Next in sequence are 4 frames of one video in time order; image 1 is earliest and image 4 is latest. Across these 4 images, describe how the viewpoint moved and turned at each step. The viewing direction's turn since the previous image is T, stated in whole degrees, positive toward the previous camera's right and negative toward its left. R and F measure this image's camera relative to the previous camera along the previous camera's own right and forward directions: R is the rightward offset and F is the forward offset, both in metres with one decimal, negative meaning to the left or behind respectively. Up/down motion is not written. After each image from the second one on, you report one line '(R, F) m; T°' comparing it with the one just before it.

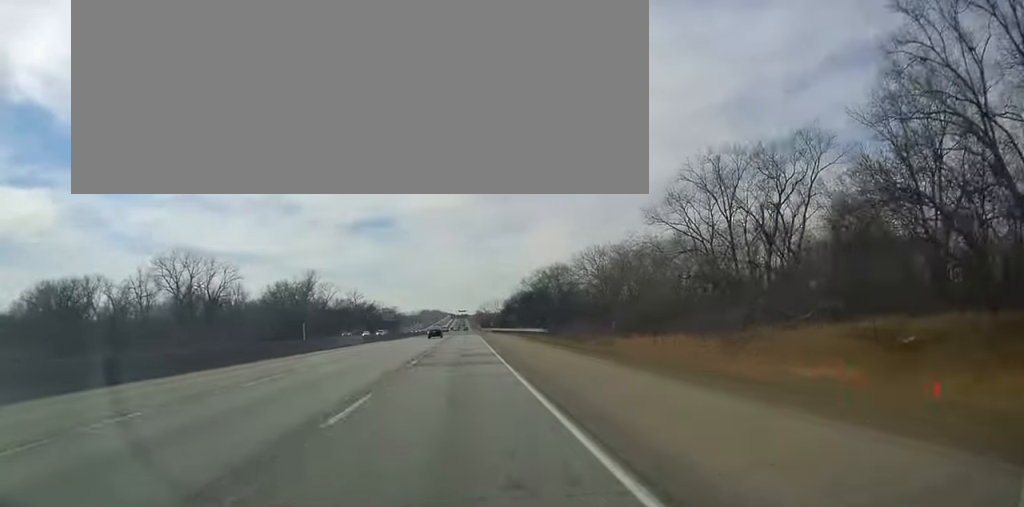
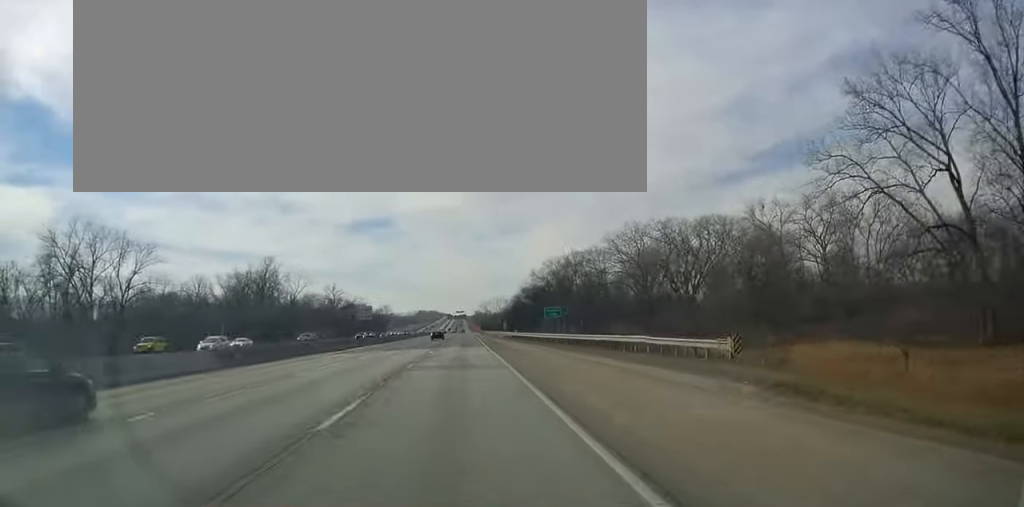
(+1.3, +49.8) m; +2°
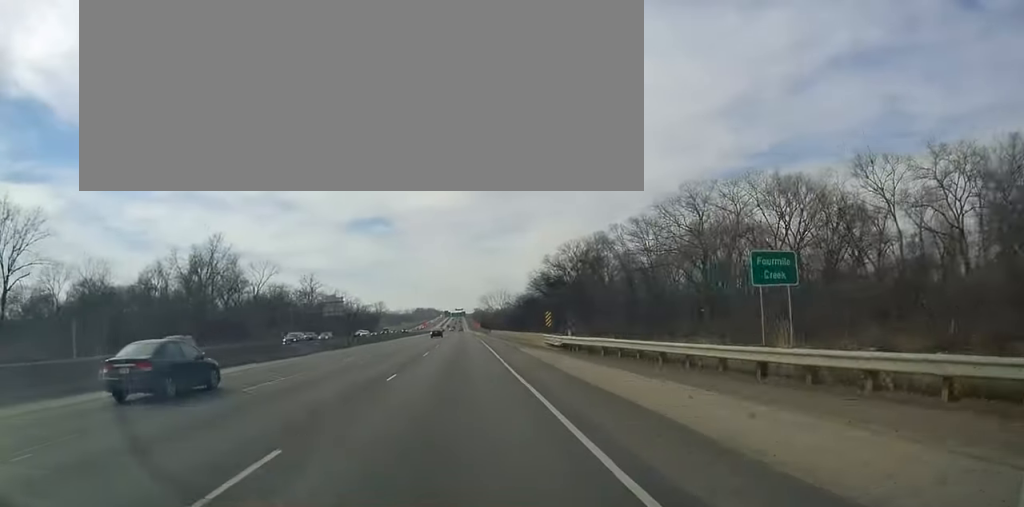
(-0.5, +40.3) m; -2°
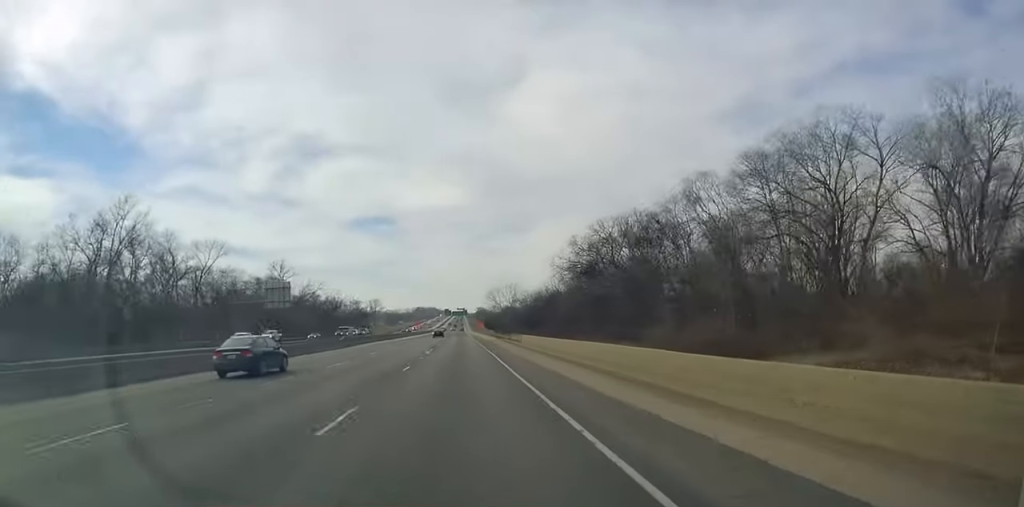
(-0.8, +44.5) m; -1°
